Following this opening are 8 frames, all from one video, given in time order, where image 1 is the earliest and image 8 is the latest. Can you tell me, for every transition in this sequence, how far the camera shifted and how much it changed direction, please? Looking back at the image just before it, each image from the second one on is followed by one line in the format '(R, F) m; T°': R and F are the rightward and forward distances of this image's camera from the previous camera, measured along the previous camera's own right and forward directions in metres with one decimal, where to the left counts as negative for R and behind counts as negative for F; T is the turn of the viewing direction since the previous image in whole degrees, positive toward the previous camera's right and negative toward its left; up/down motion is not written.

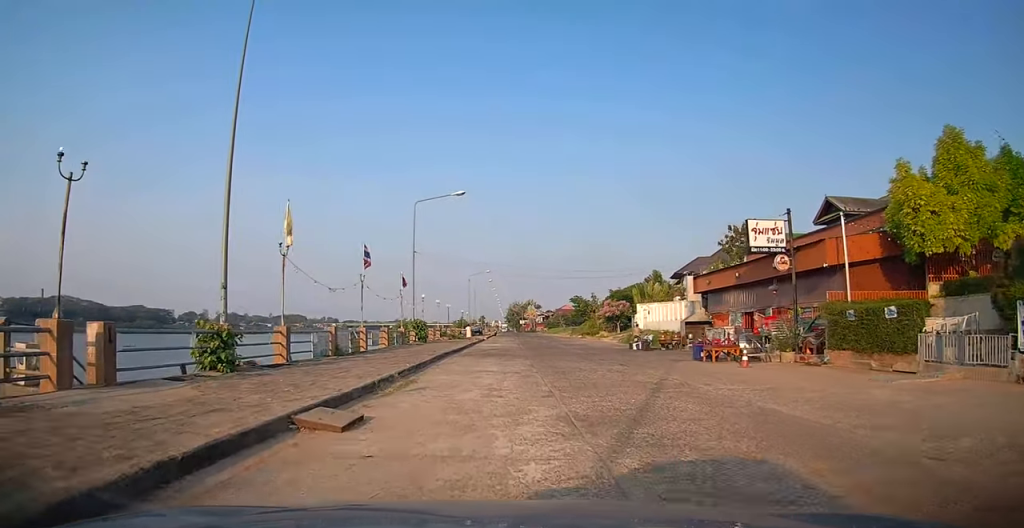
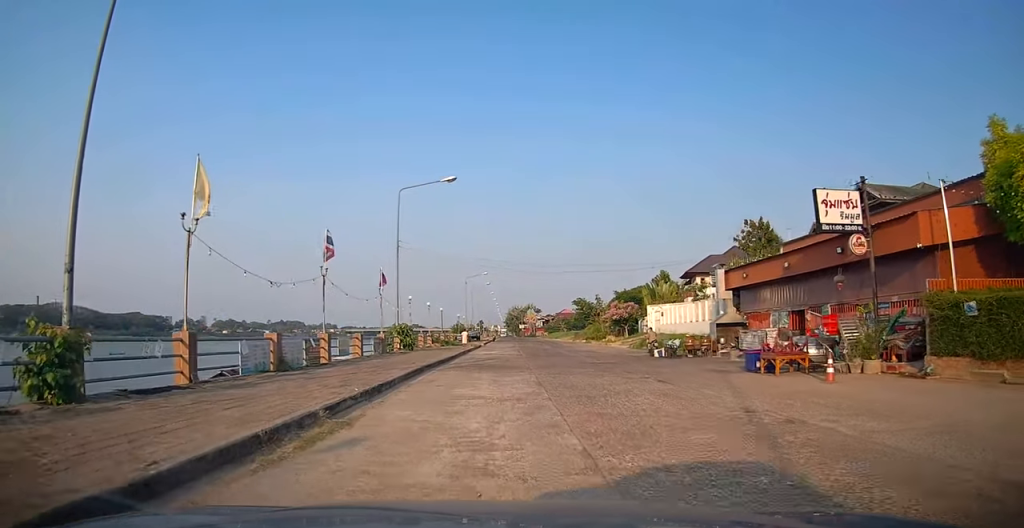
(+0.1, +5.1) m; +1°
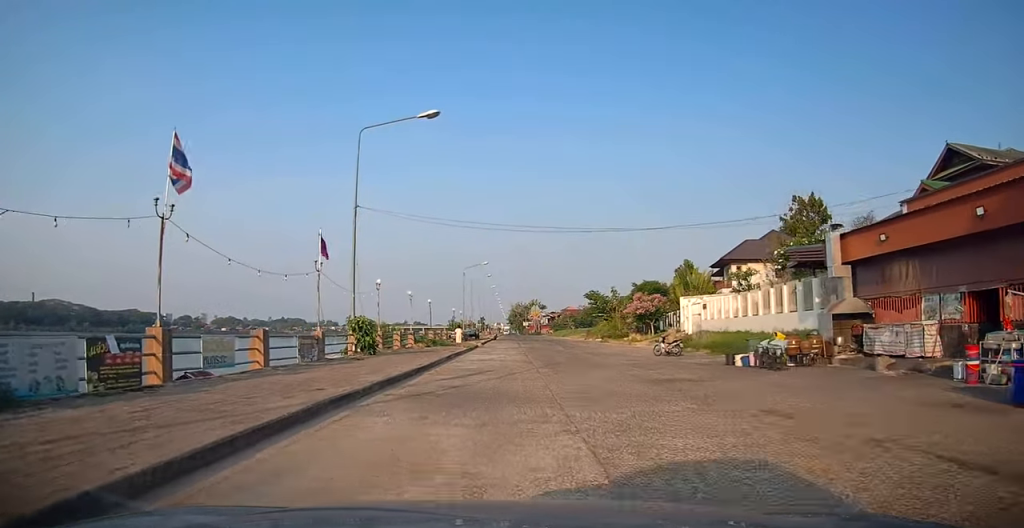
(+0.1, +10.0) m; 0°
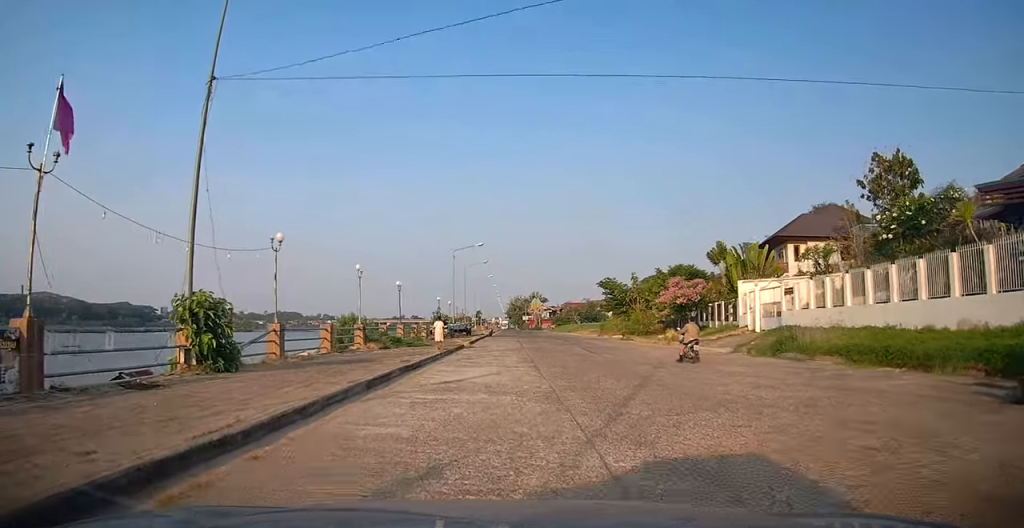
(-0.1, +12.4) m; -1°
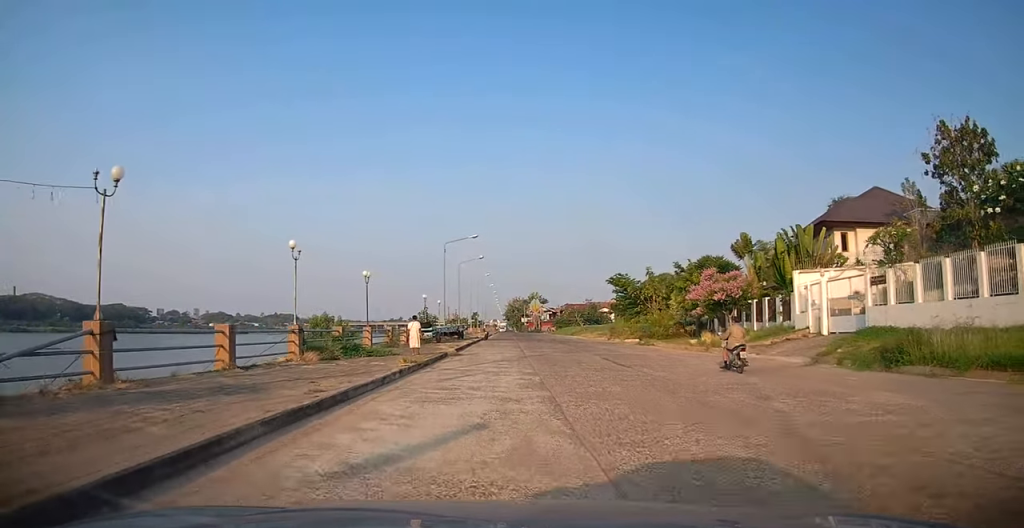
(-0.1, +7.5) m; 0°
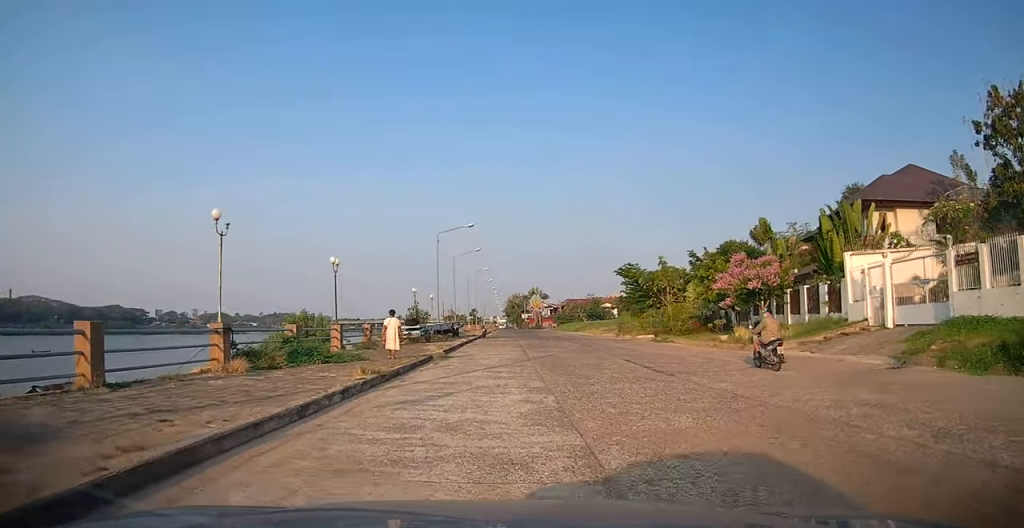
(0.0, +4.8) m; +1°
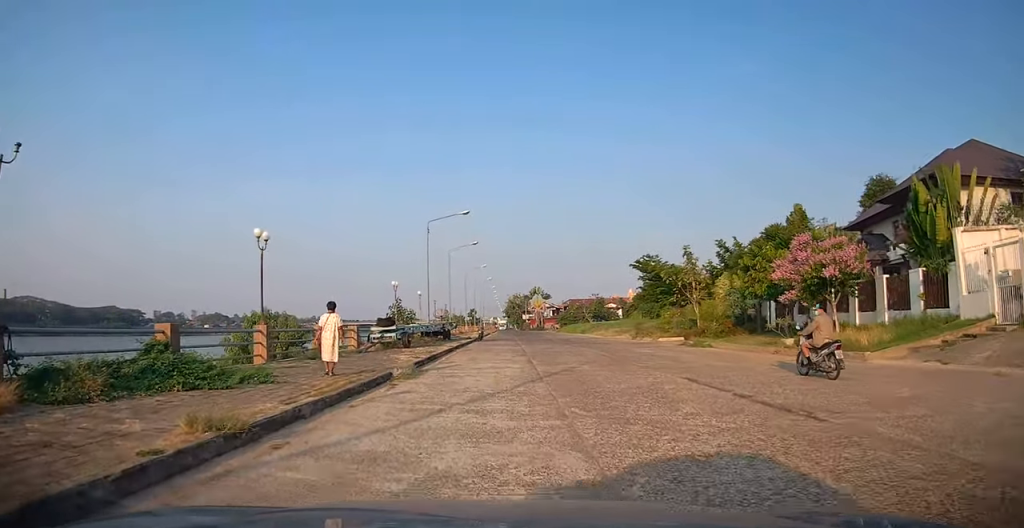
(+0.2, +7.0) m; +1°
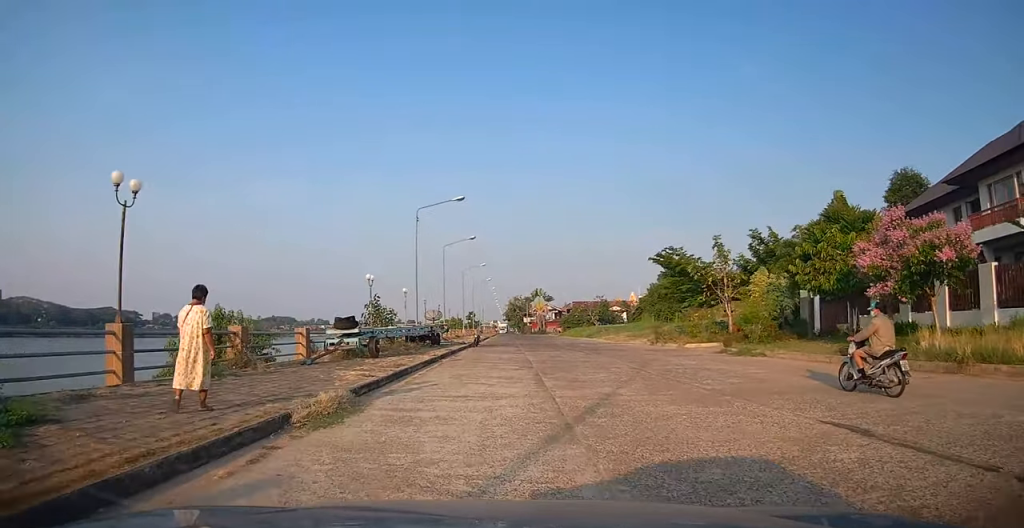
(0.0, +6.2) m; -1°
